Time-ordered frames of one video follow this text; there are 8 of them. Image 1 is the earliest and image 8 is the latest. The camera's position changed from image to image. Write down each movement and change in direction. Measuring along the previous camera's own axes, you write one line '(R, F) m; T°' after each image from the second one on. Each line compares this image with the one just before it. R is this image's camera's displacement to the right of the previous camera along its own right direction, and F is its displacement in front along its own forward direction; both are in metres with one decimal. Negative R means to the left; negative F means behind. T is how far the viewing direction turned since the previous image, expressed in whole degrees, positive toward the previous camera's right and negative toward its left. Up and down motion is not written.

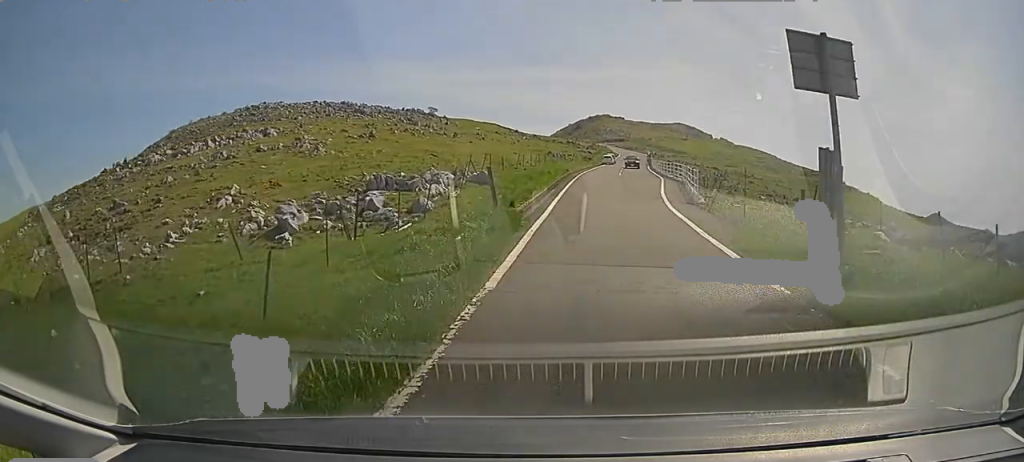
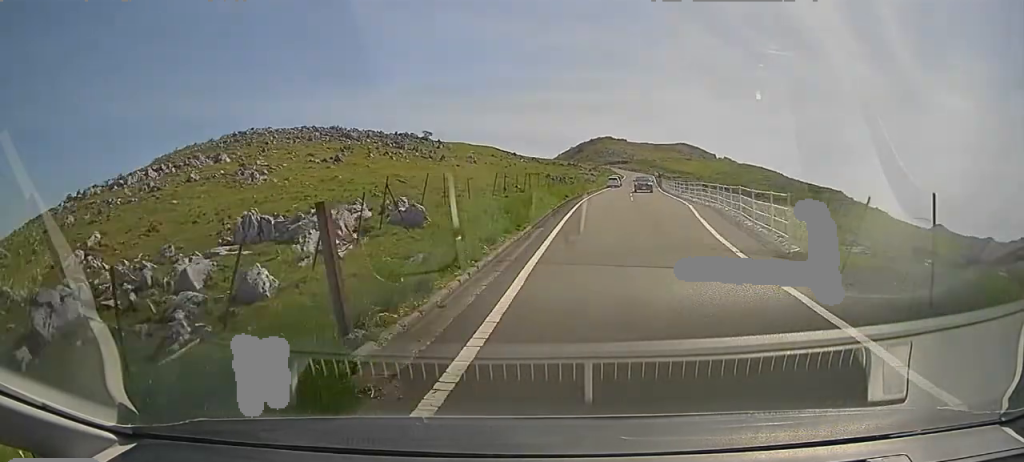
(-0.1, +9.6) m; +1°
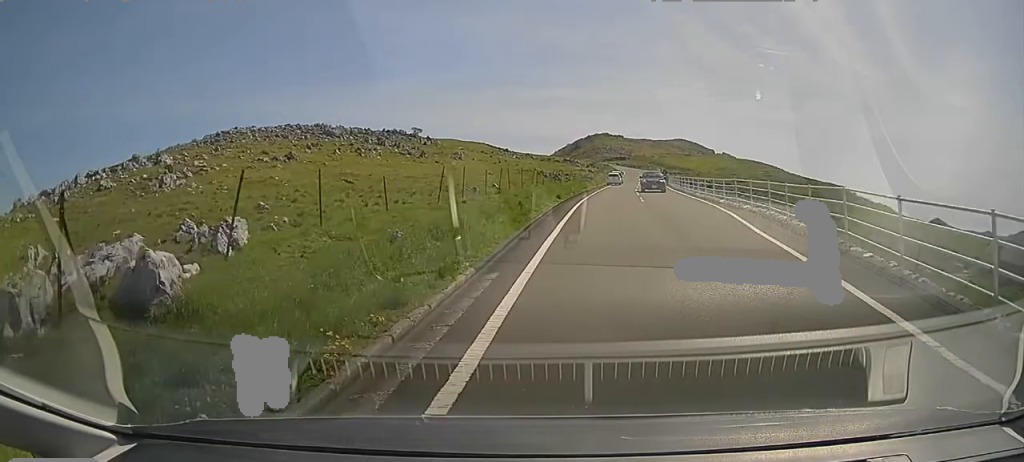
(+0.3, +8.7) m; 0°
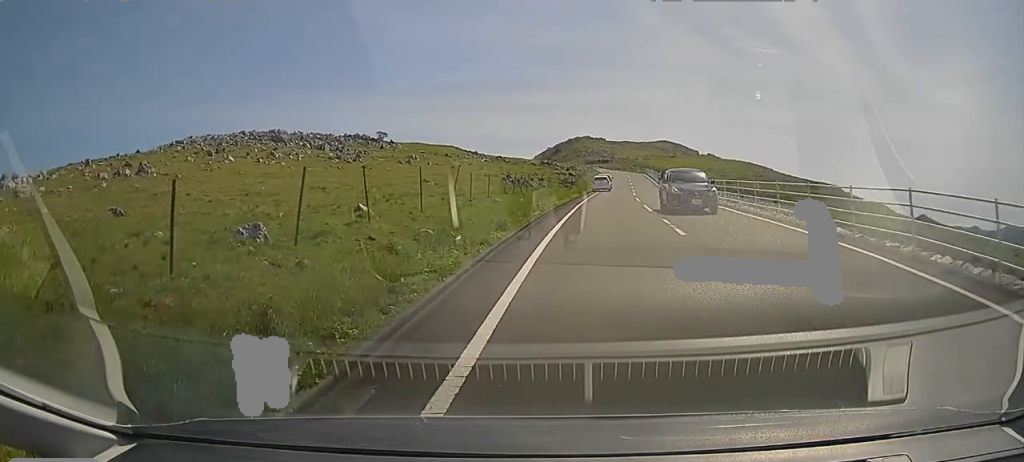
(-0.3, +16.3) m; +2°
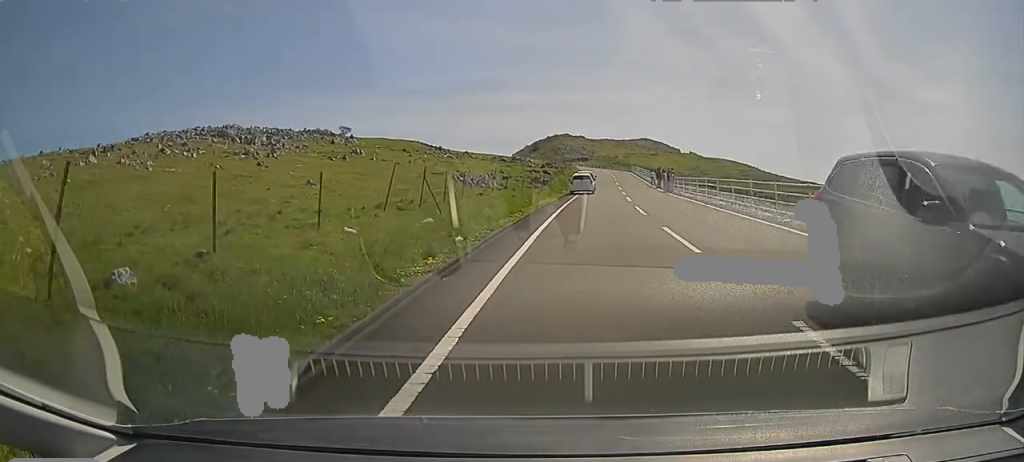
(+1.0, +13.2) m; +2°
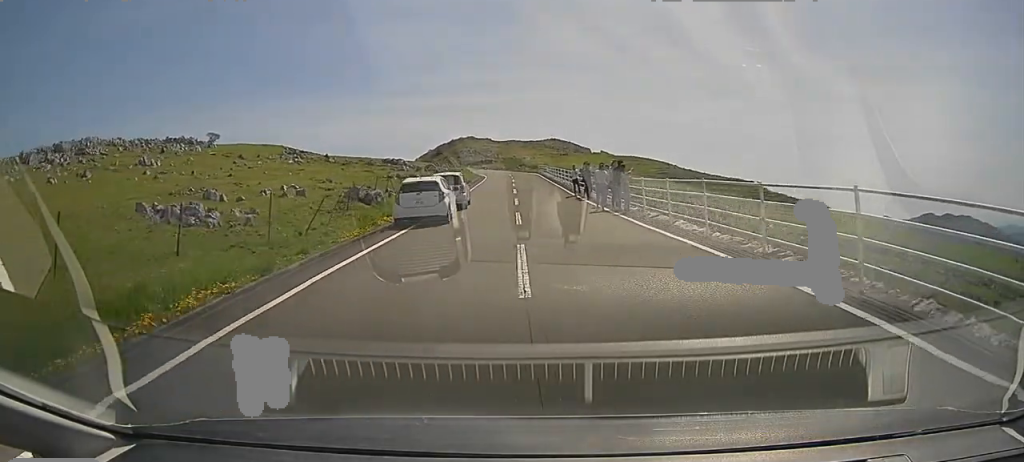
(+1.0, +23.0) m; +6°
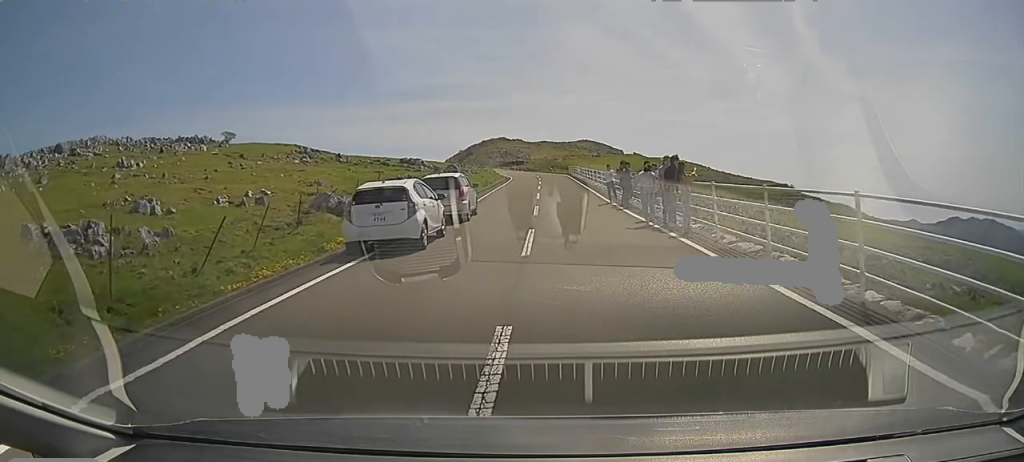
(0.0, +5.9) m; -3°
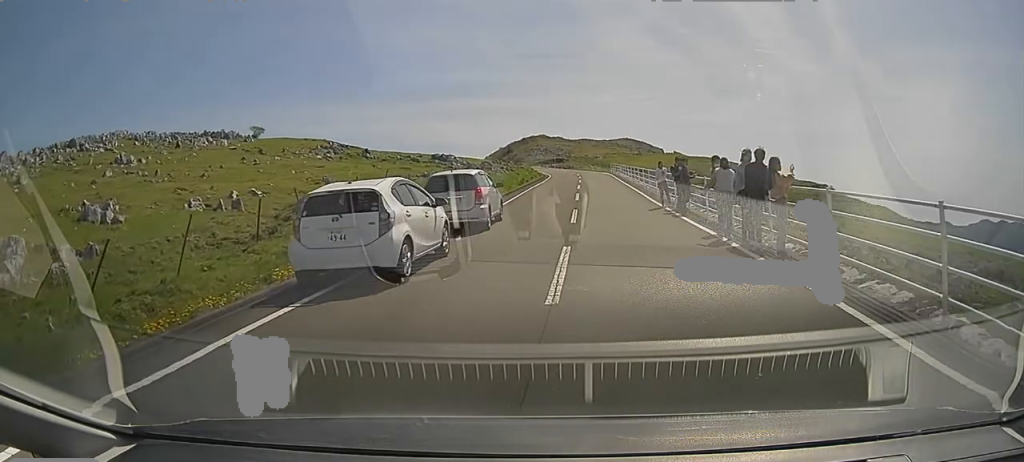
(-0.3, +3.7) m; -1°
